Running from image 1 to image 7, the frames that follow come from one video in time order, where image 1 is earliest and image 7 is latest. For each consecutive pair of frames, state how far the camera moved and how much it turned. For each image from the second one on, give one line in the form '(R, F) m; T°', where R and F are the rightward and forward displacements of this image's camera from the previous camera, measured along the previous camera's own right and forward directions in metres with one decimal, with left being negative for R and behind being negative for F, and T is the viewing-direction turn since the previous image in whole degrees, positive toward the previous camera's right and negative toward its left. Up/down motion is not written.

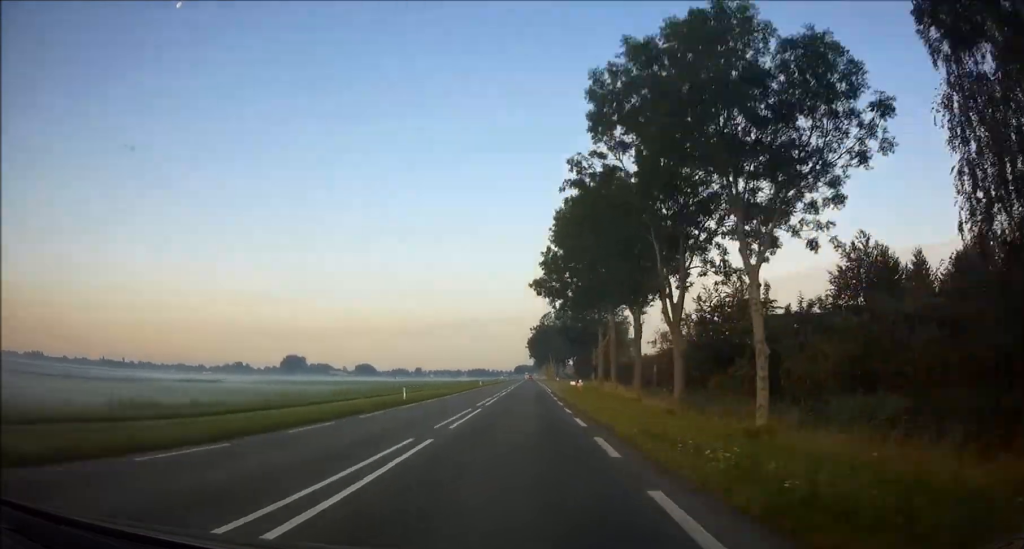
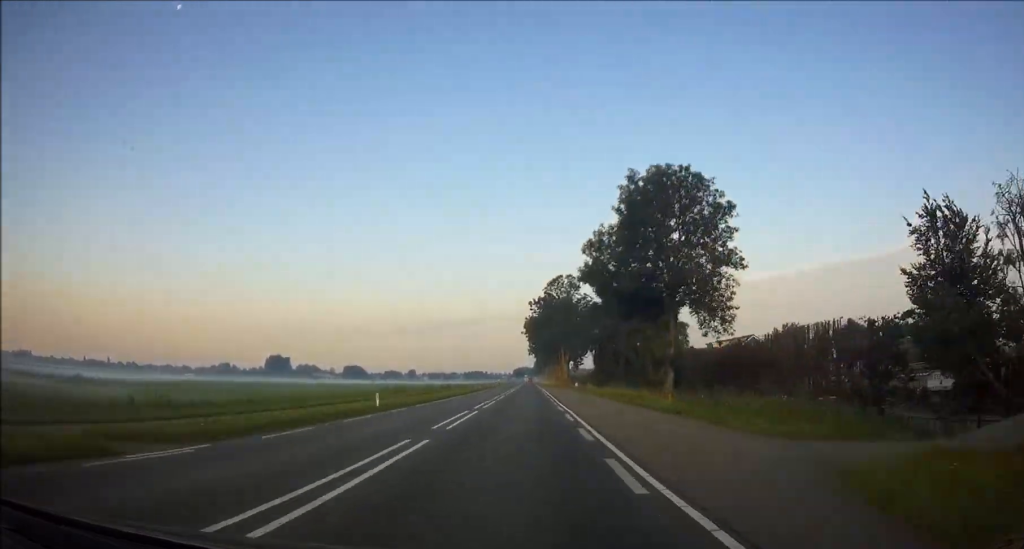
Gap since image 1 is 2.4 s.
(+0.3, +56.9) m; 0°
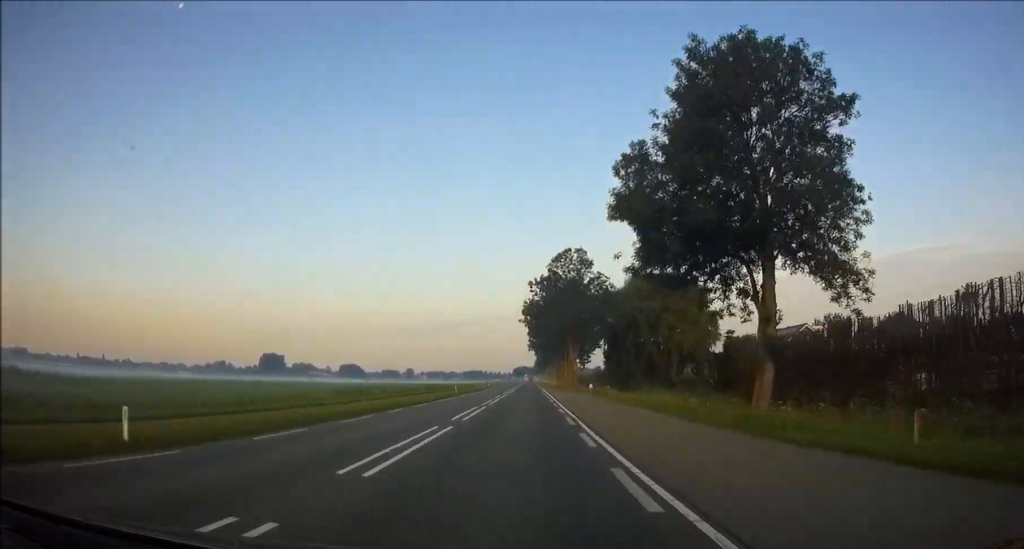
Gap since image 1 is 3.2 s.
(0.0, +18.9) m; 0°
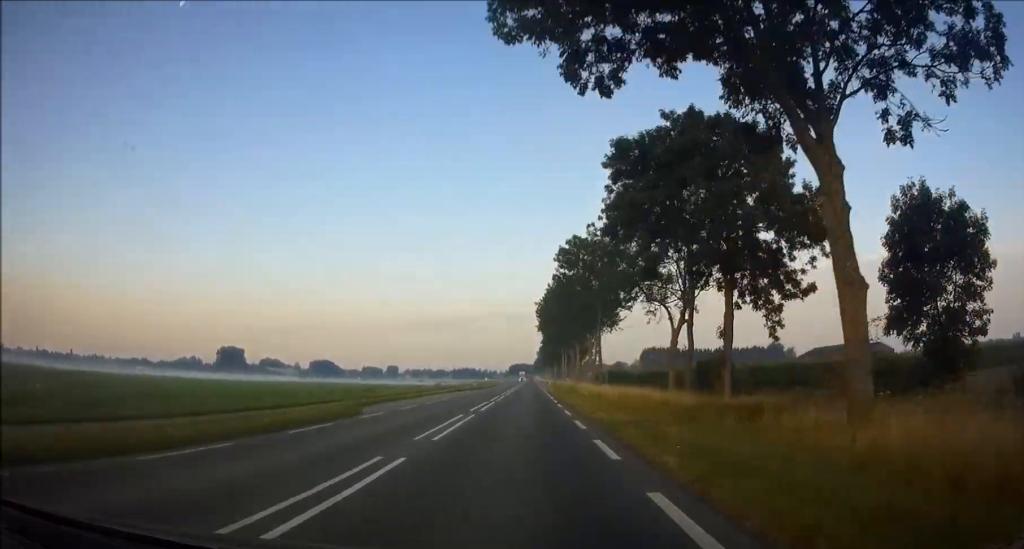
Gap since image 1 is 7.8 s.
(-0.8, +109.2) m; 0°
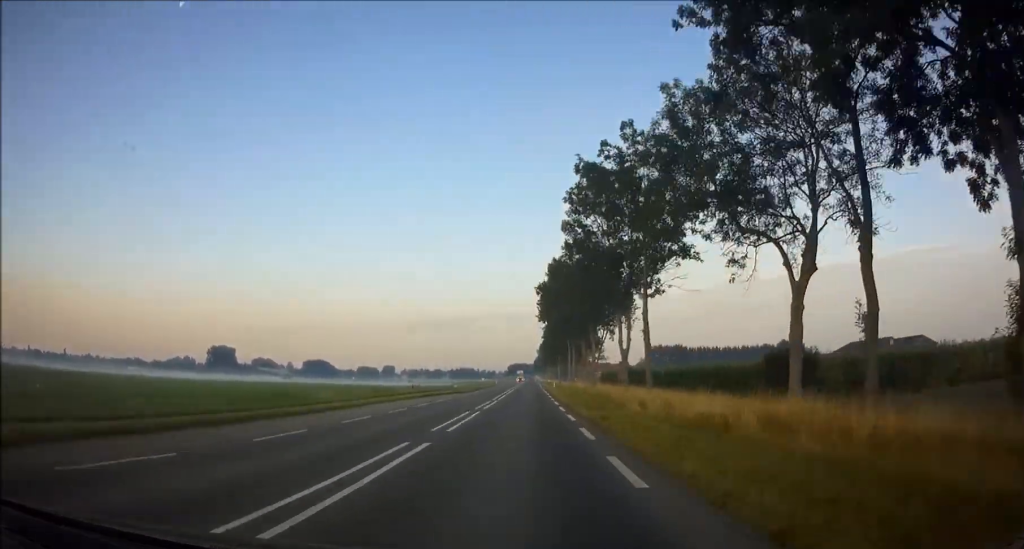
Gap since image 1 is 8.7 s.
(+0.1, +20.6) m; 0°
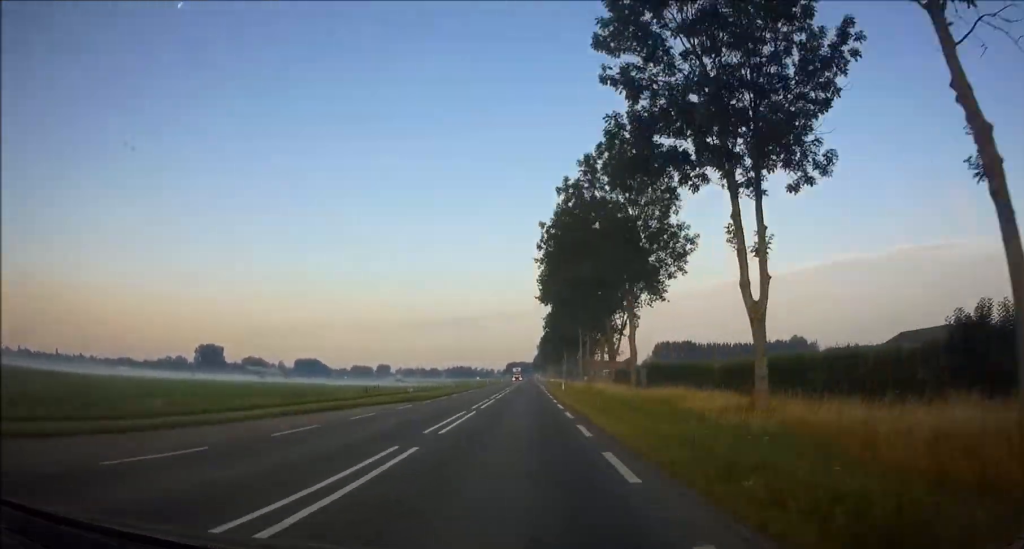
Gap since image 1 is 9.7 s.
(0.0, +23.8) m; 0°
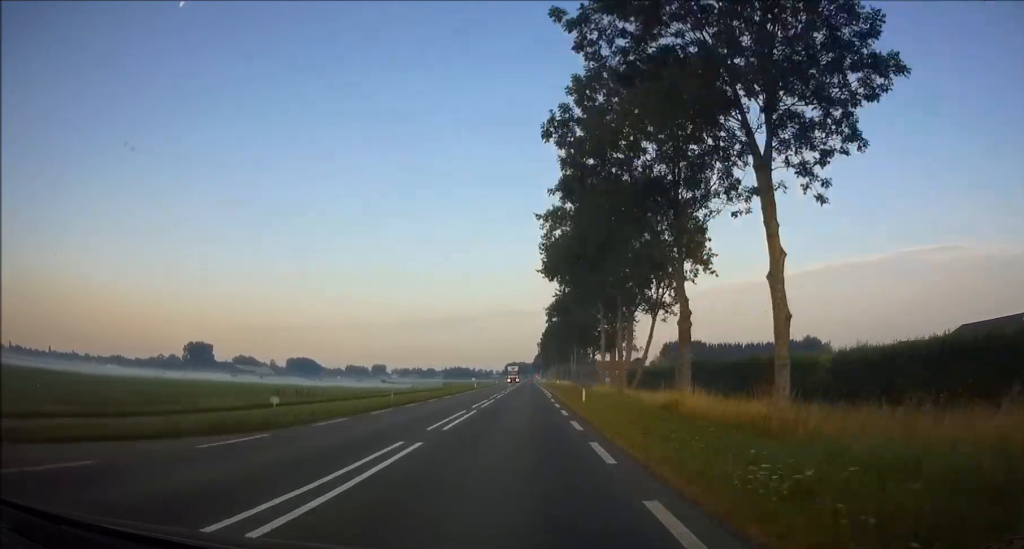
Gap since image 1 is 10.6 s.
(0.0, +22.2) m; 0°
